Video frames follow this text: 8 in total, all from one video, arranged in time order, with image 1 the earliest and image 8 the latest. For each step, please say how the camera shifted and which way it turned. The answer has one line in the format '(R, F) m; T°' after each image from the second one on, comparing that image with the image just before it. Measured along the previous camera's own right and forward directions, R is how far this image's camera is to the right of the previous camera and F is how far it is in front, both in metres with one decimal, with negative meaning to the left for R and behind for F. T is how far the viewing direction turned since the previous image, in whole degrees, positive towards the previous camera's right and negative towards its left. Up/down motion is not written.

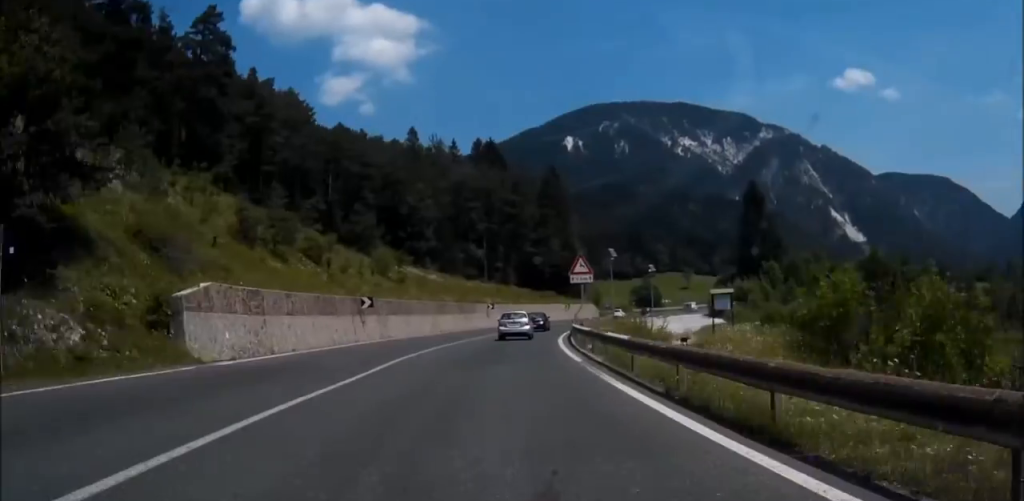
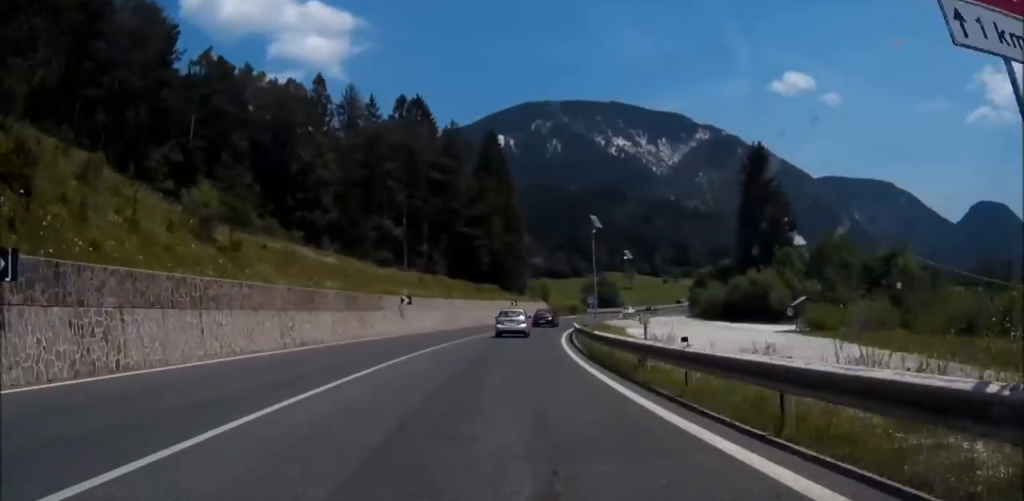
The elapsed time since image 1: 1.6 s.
(+1.5, +32.0) m; +6°
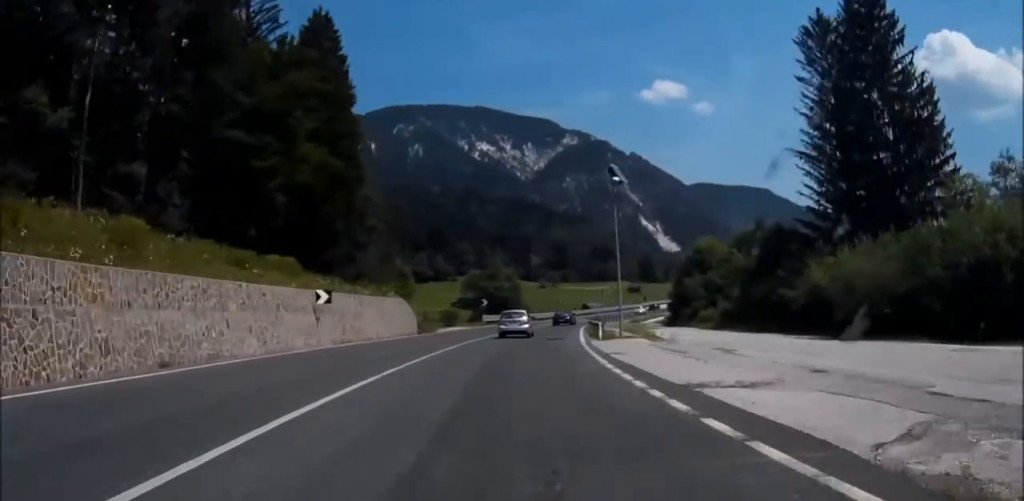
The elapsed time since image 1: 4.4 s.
(+5.9, +56.8) m; +14°
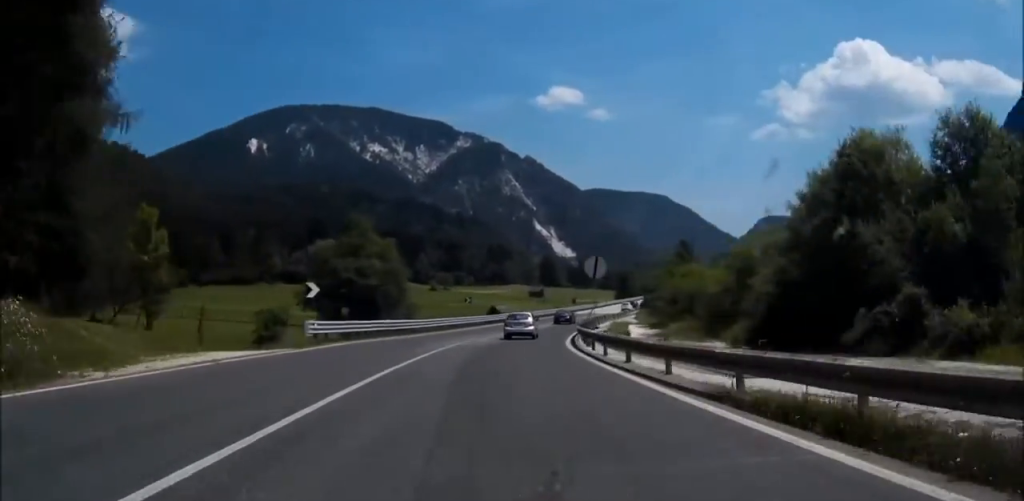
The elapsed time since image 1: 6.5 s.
(+3.9, +43.2) m; +10°
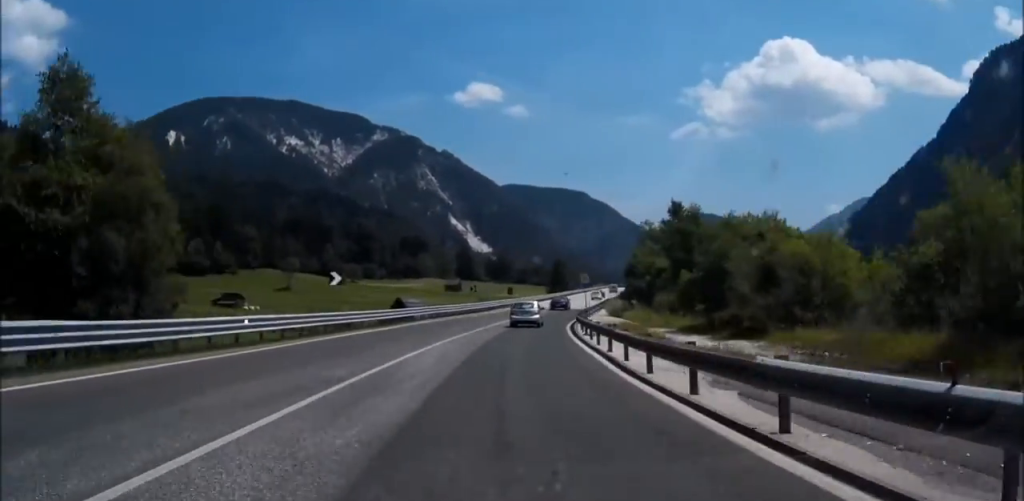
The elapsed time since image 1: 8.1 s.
(+2.7, +34.2) m; +6°
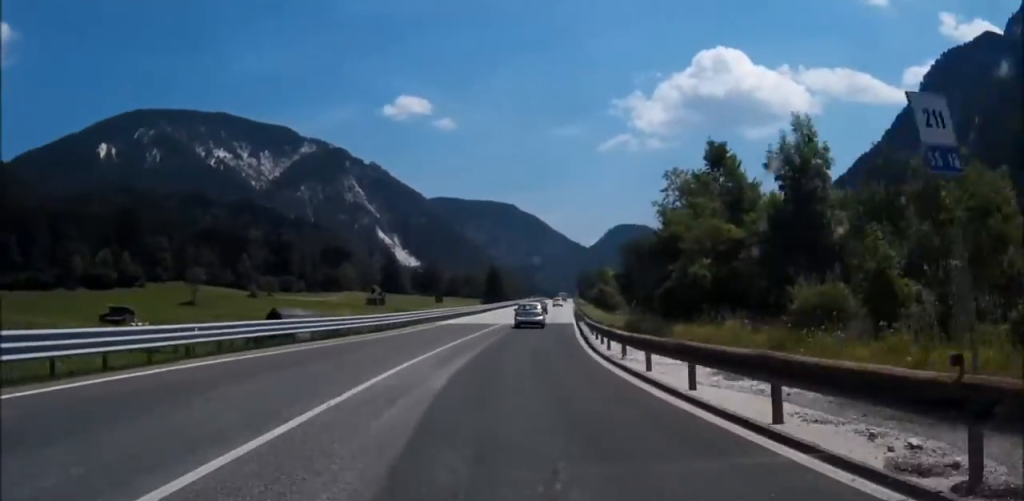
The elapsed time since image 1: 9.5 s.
(+1.5, +30.2) m; +4°
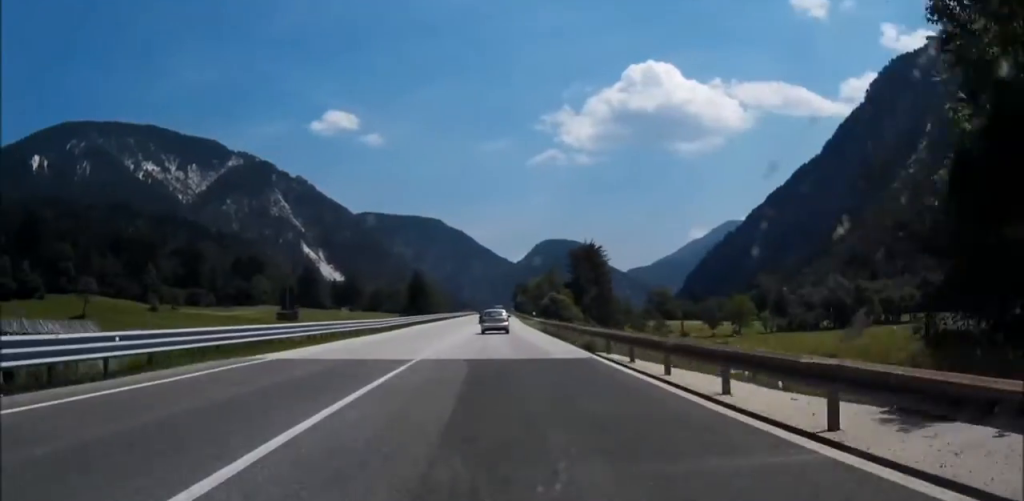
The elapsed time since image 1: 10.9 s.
(+1.0, +31.8) m; +2°
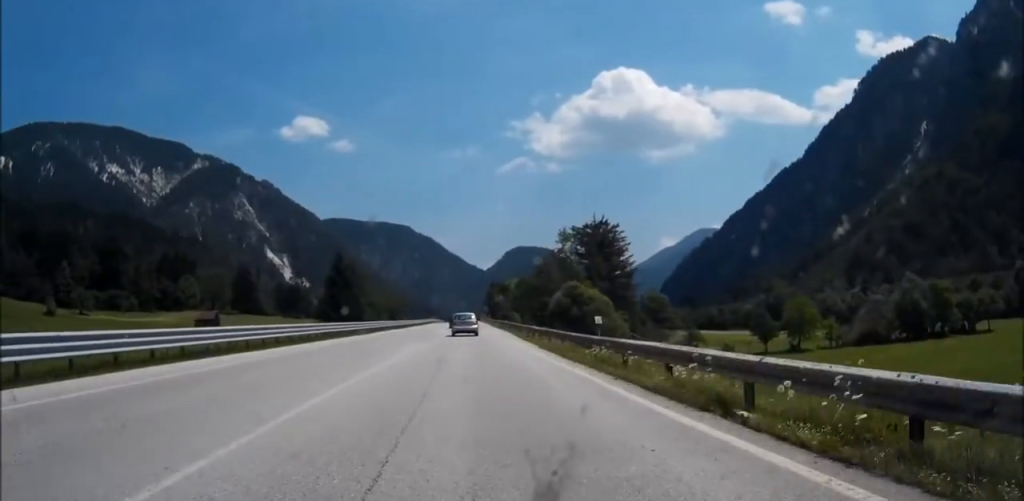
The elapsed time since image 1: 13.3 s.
(-0.1, +52.0) m; -1°
